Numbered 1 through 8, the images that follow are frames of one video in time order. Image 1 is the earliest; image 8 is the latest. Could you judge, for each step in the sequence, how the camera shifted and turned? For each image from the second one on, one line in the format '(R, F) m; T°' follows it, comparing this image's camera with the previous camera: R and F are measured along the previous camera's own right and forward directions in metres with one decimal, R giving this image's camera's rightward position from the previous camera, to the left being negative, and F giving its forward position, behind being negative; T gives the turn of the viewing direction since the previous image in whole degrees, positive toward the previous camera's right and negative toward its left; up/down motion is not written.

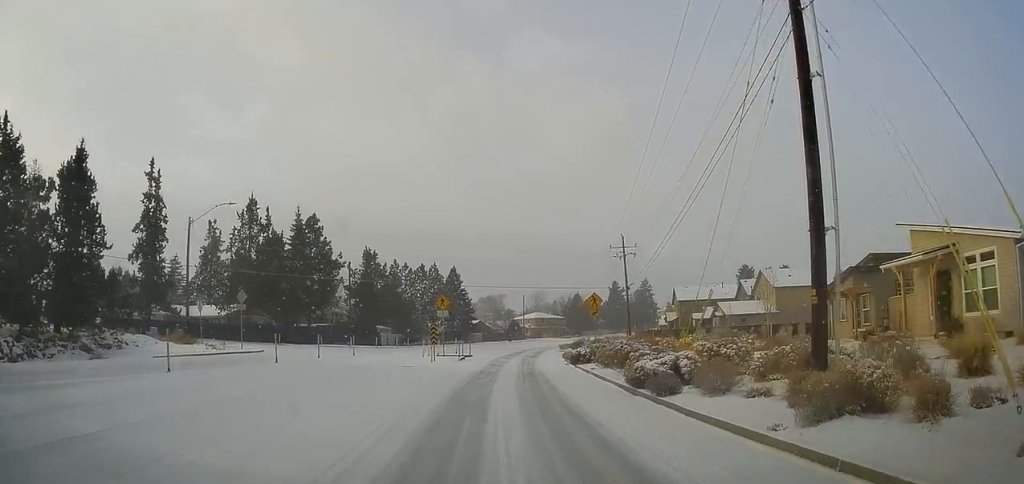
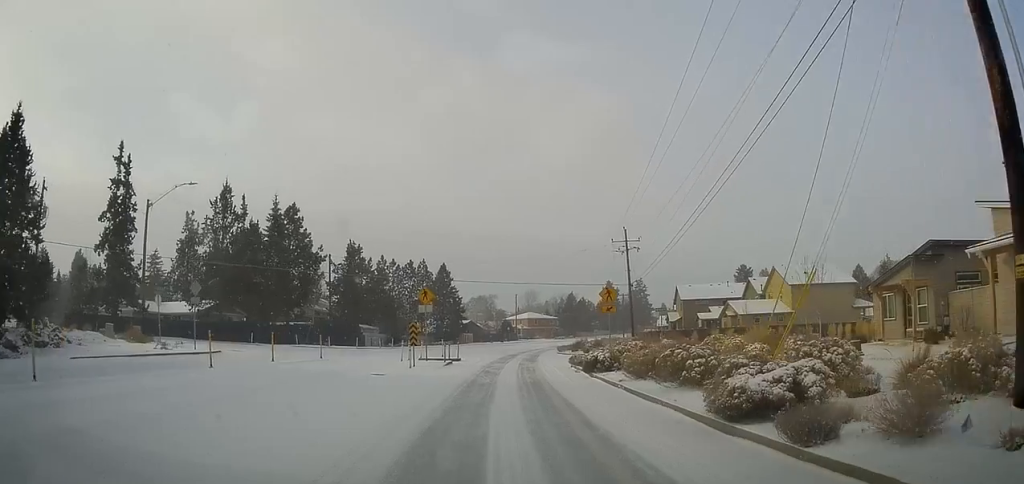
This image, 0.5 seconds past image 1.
(+0.2, +5.4) m; -1°
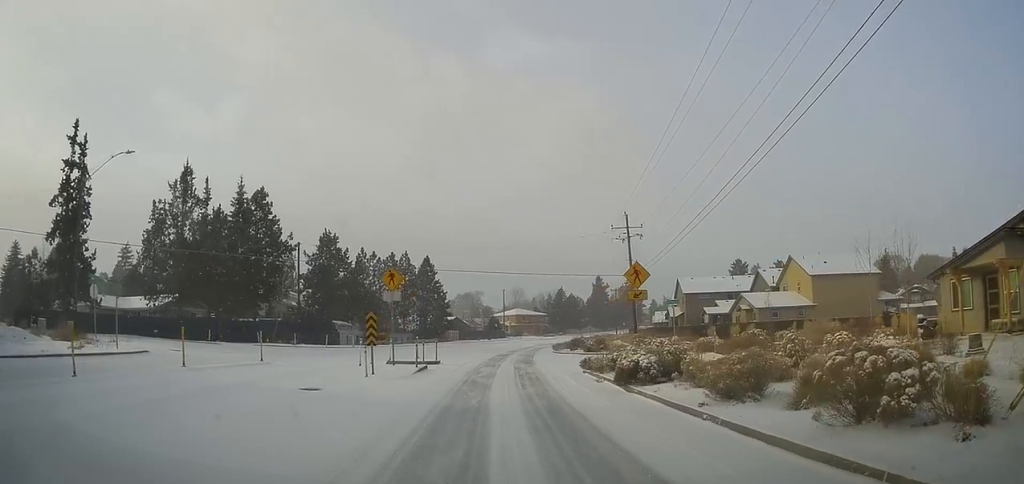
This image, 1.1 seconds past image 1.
(+0.1, +6.7) m; 0°
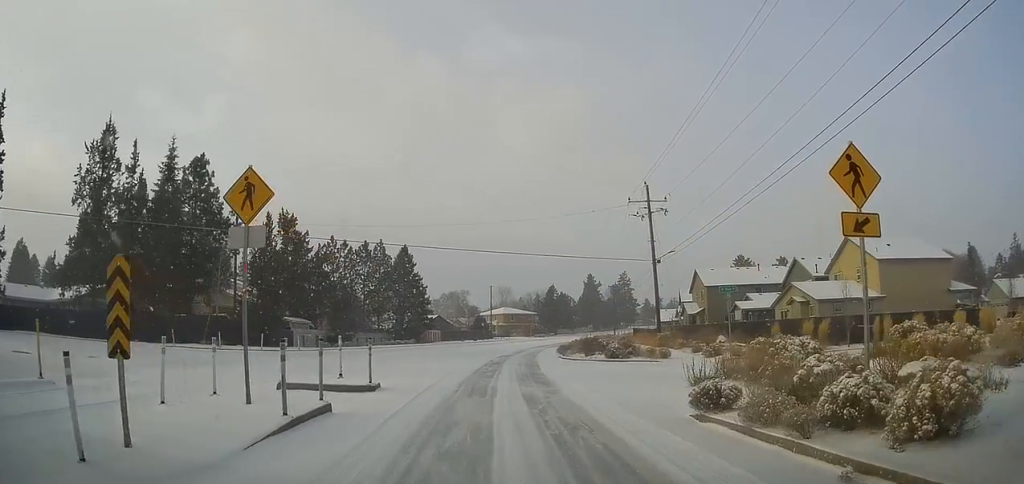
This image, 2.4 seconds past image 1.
(+0.1, +13.2) m; +2°
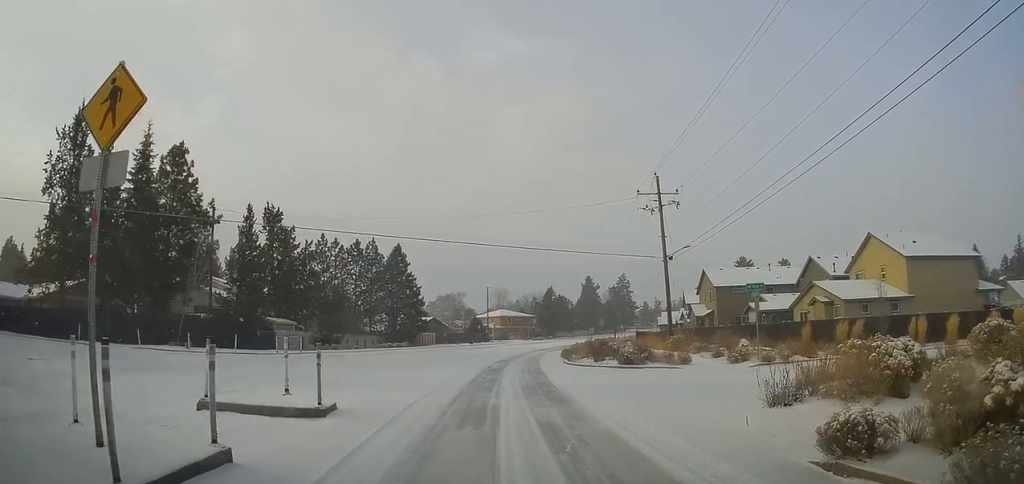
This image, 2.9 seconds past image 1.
(+0.4, +4.5) m; 0°
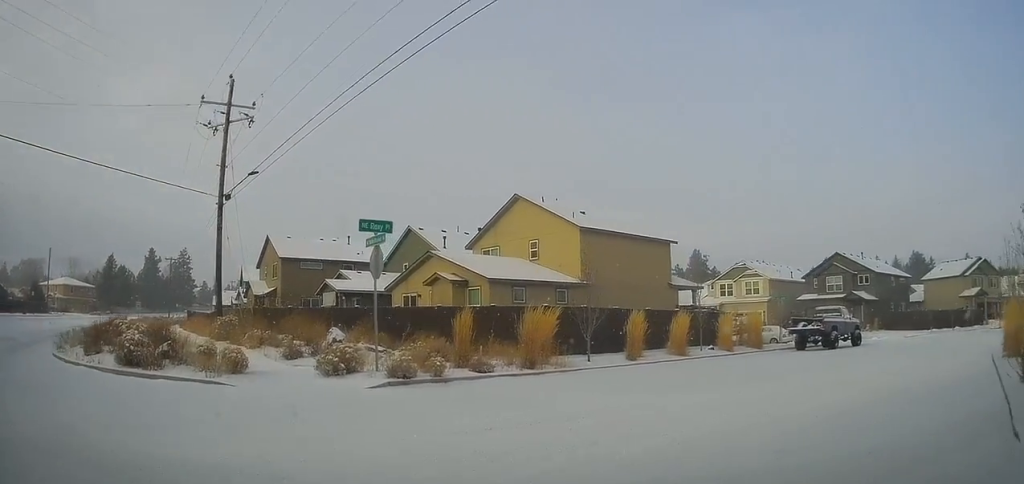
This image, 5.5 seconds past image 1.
(+0.9, +18.2) m; +14°
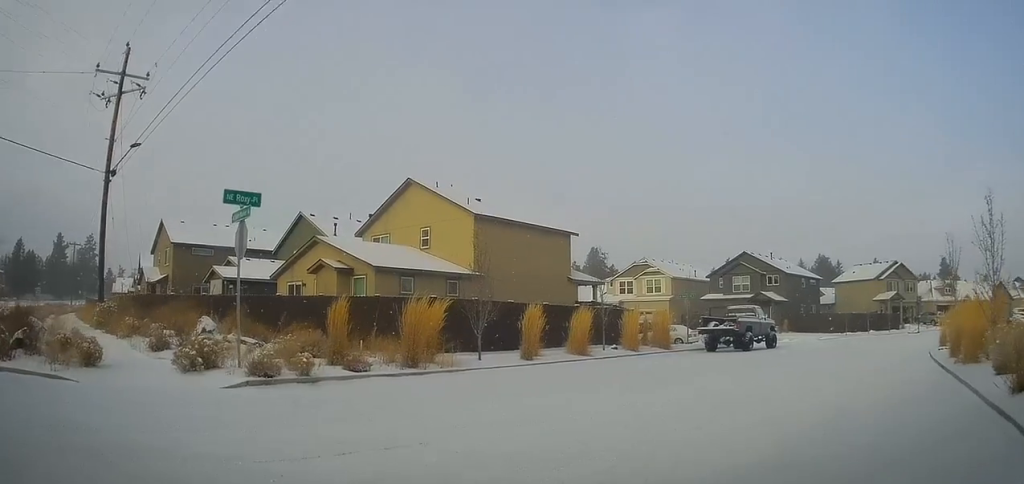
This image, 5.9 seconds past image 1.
(-0.1, +2.3) m; +2°
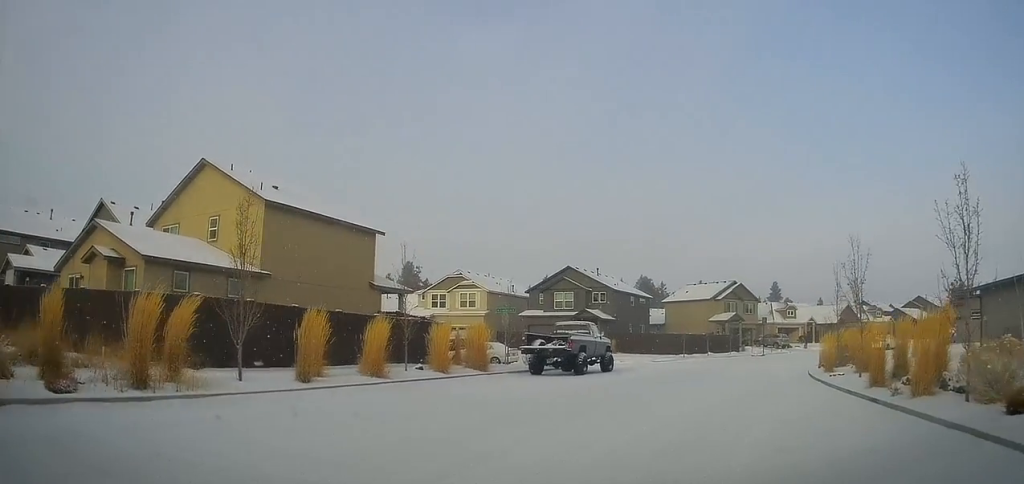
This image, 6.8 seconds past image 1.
(+0.3, +4.4) m; +26°
